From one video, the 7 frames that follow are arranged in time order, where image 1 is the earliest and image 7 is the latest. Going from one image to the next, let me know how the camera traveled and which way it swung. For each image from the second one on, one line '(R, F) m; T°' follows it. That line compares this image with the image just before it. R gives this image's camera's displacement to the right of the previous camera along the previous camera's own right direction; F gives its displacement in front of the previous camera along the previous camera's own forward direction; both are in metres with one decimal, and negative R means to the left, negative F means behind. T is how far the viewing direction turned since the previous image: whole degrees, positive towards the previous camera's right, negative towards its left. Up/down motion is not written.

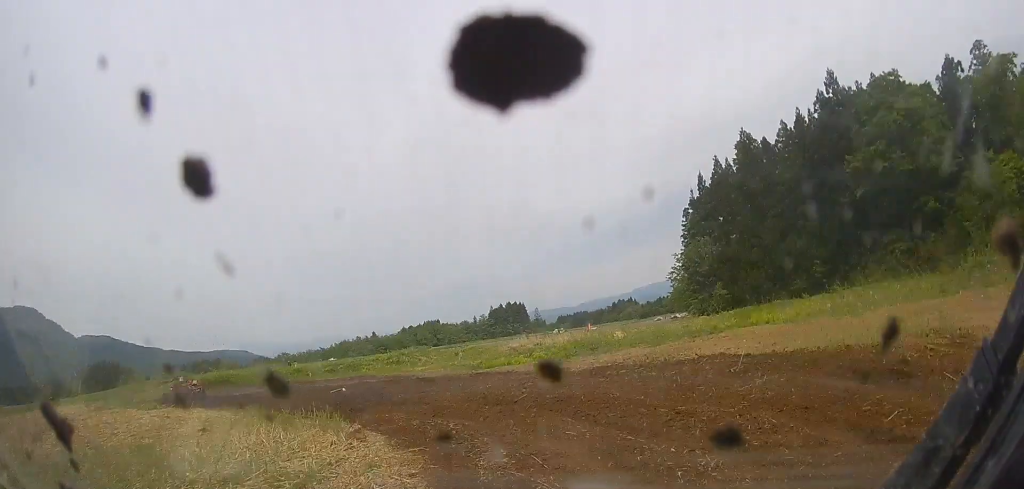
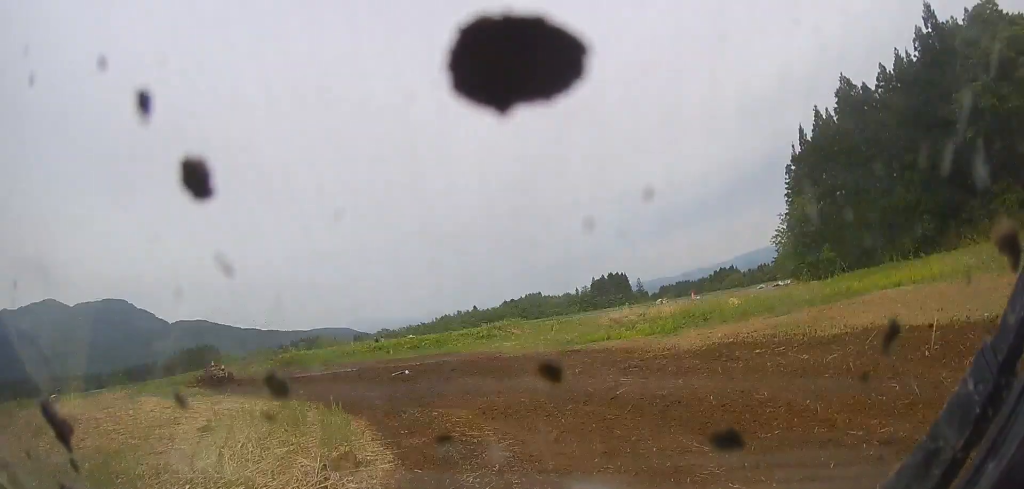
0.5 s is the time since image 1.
(-0.2, +3.5) m; -9°
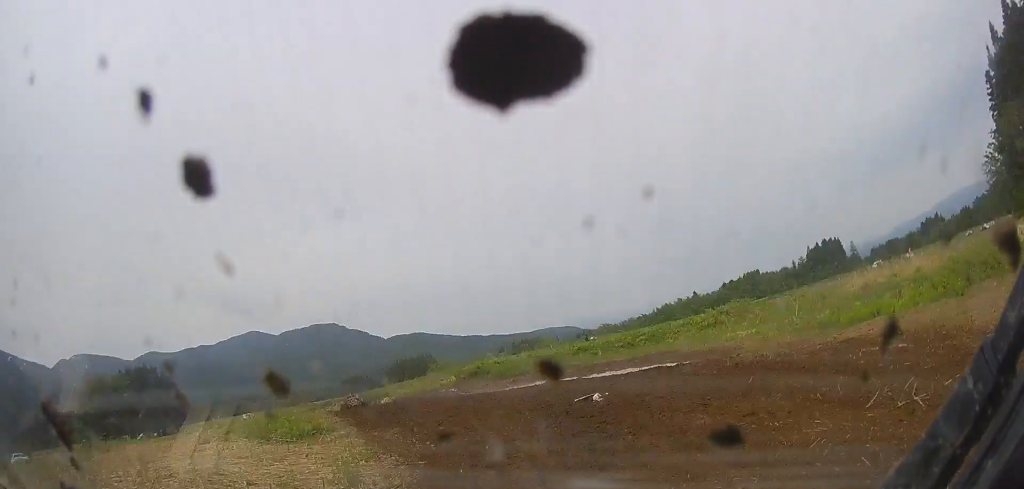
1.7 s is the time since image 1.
(-1.3, +7.0) m; -24°
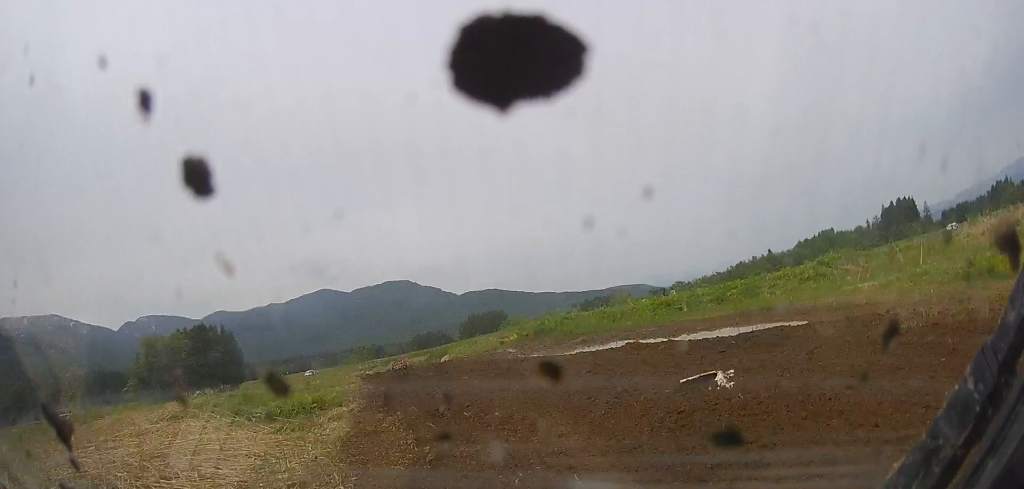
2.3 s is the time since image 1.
(-0.8, +4.0) m; -12°
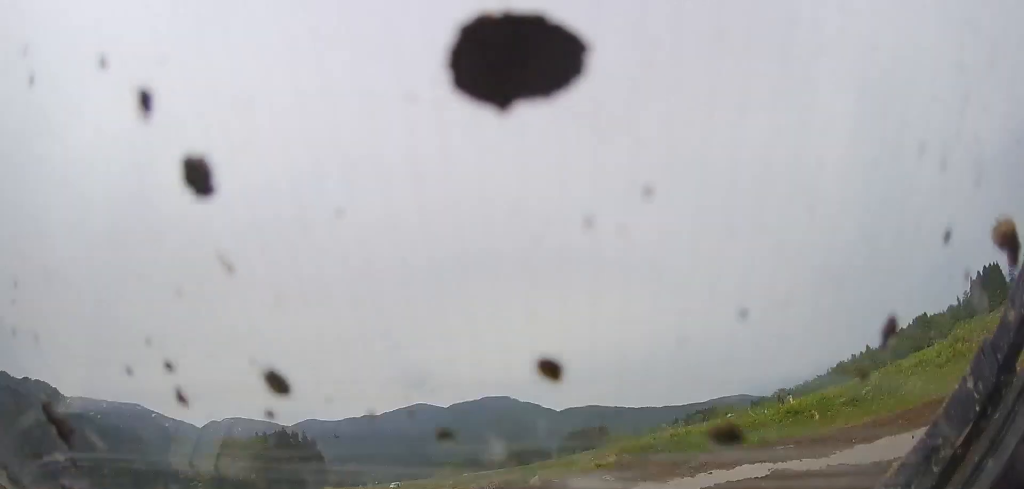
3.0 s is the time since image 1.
(+0.1, +4.7) m; -9°
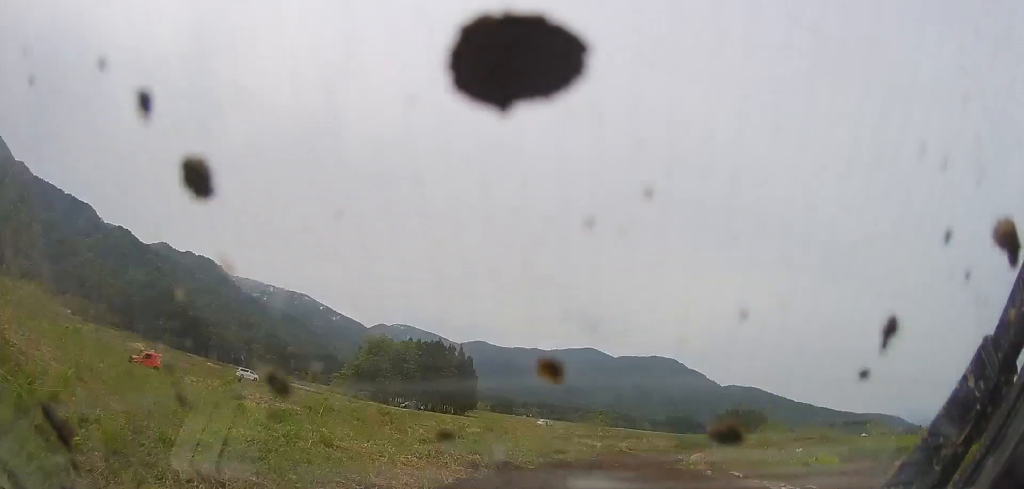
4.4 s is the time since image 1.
(-1.9, +9.3) m; -15°
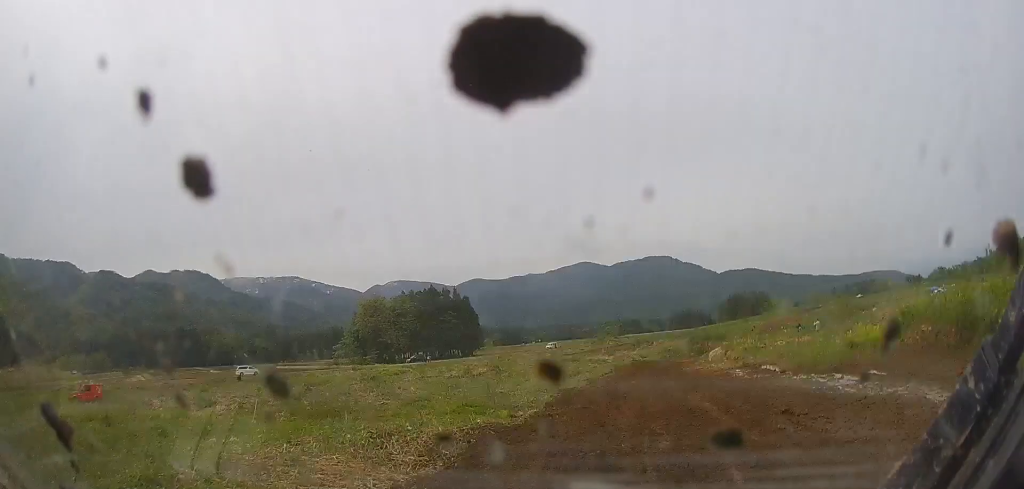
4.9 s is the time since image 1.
(0.0, +3.5) m; -1°
